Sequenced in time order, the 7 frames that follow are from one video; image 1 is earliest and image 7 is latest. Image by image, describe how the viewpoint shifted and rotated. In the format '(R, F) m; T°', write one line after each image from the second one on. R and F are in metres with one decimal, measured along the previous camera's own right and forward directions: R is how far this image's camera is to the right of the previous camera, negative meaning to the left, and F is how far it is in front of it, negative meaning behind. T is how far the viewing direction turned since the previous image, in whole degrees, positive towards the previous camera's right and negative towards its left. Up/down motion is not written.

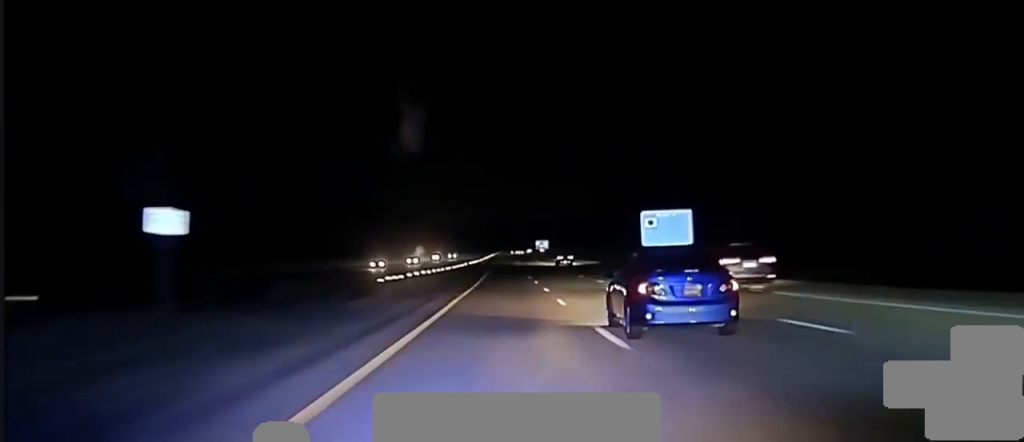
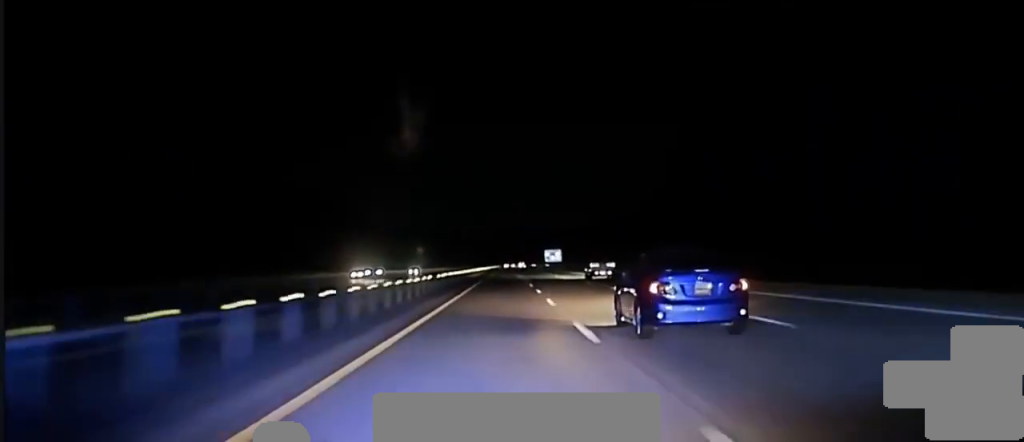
(-0.7, +93.9) m; 0°
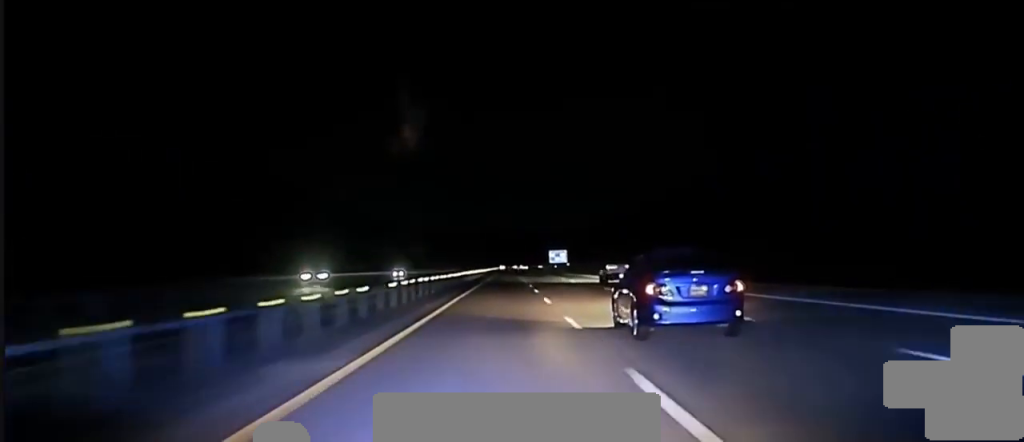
(0.0, +21.8) m; 0°
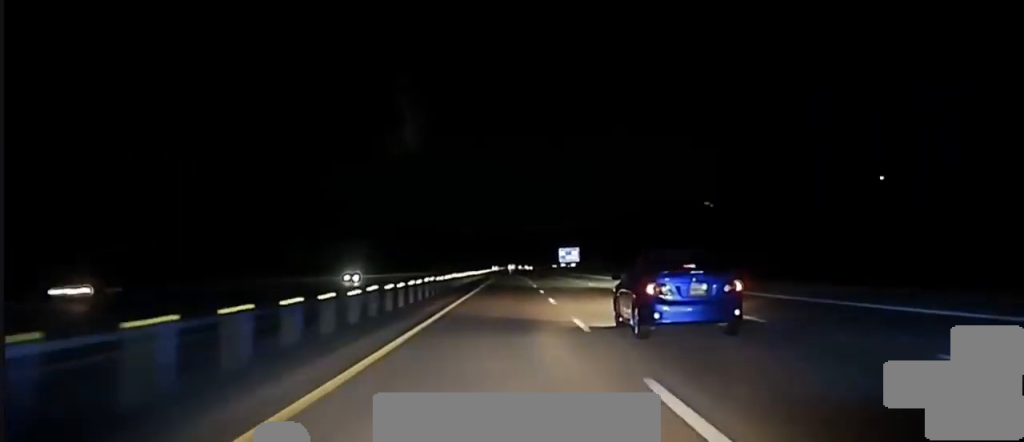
(+0.2, +37.0) m; 0°
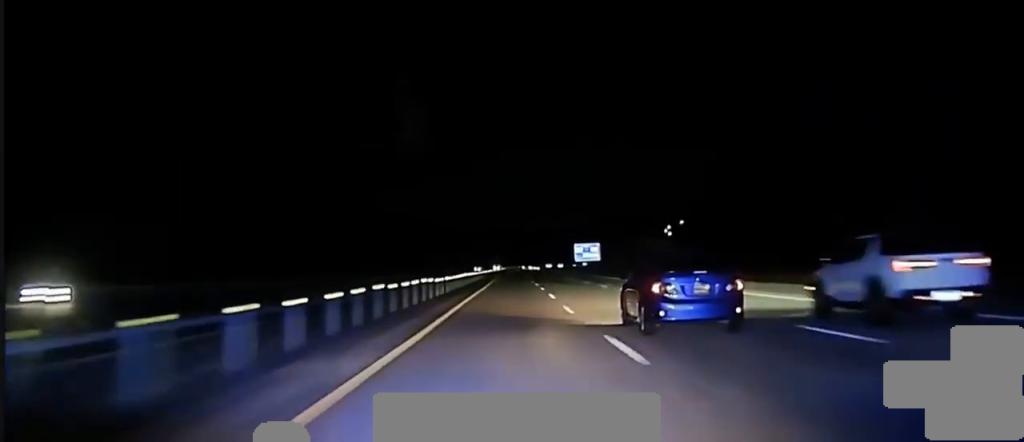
(-0.1, +55.9) m; 0°
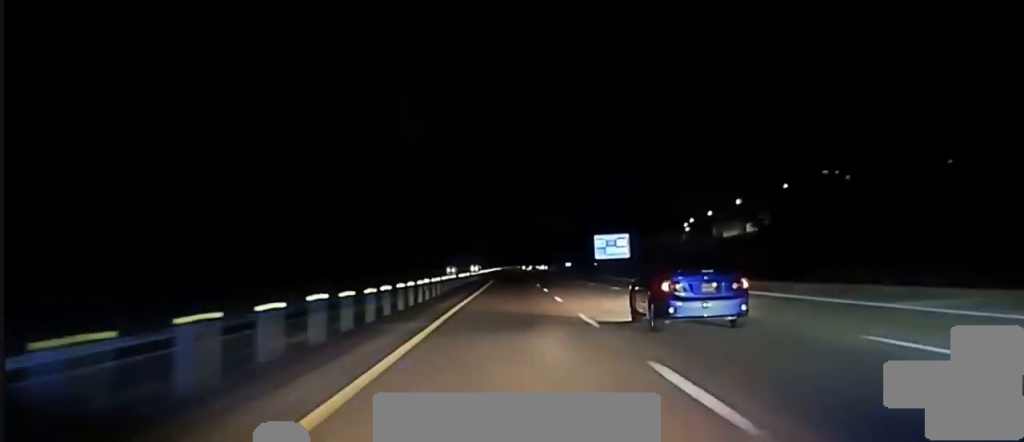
(-0.3, +51.8) m; 0°
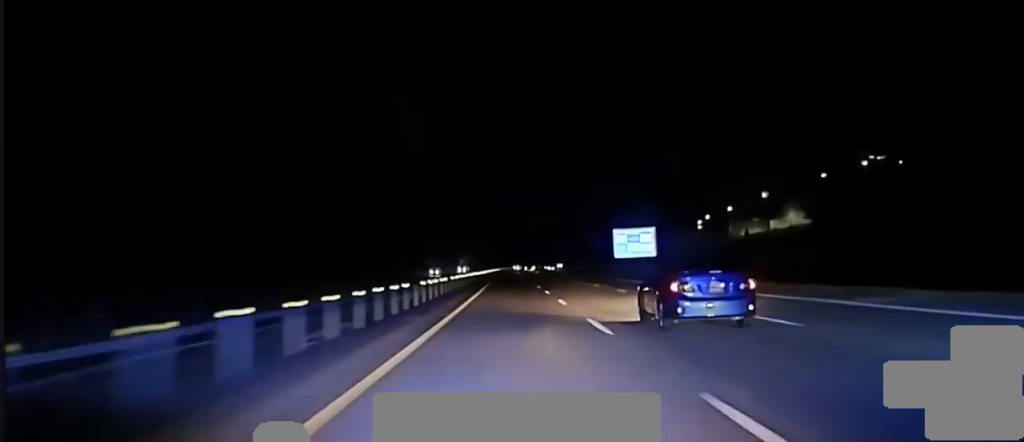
(+0.2, +28.3) m; 0°
